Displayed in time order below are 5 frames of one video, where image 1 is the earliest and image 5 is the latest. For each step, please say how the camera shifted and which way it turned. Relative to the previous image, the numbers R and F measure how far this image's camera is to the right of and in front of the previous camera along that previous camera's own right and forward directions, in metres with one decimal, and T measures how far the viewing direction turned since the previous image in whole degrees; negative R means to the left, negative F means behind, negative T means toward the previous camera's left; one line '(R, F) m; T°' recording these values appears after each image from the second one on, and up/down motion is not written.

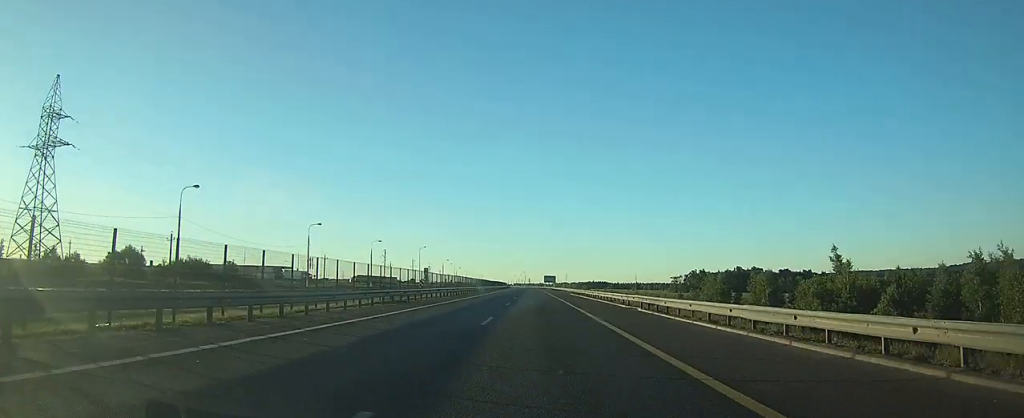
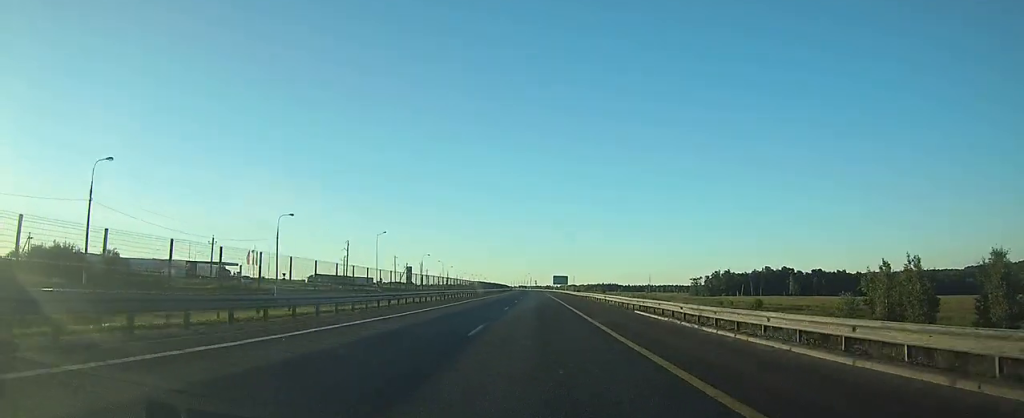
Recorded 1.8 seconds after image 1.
(-0.3, +51.1) m; -1°
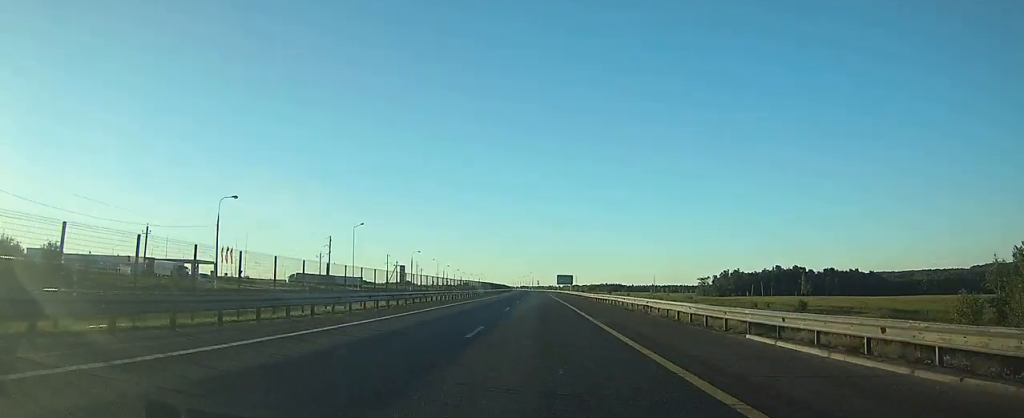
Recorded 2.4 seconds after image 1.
(0.0, +16.7) m; -1°
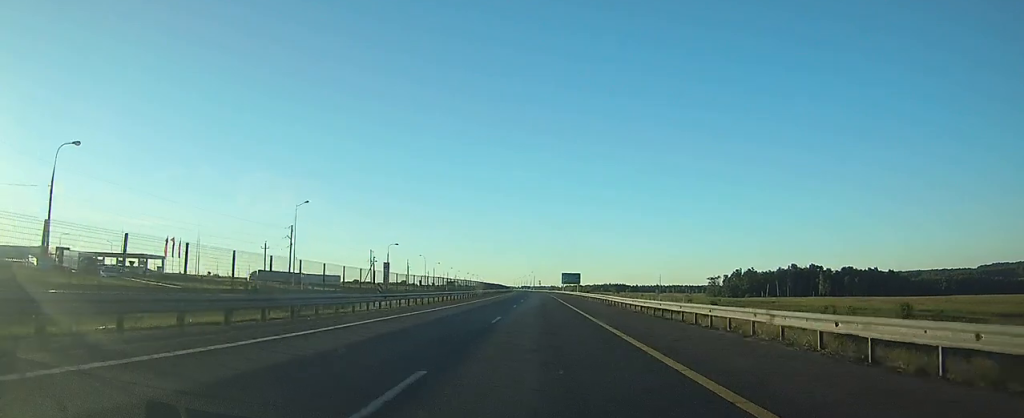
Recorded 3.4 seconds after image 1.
(-0.2, +25.9) m; -1°
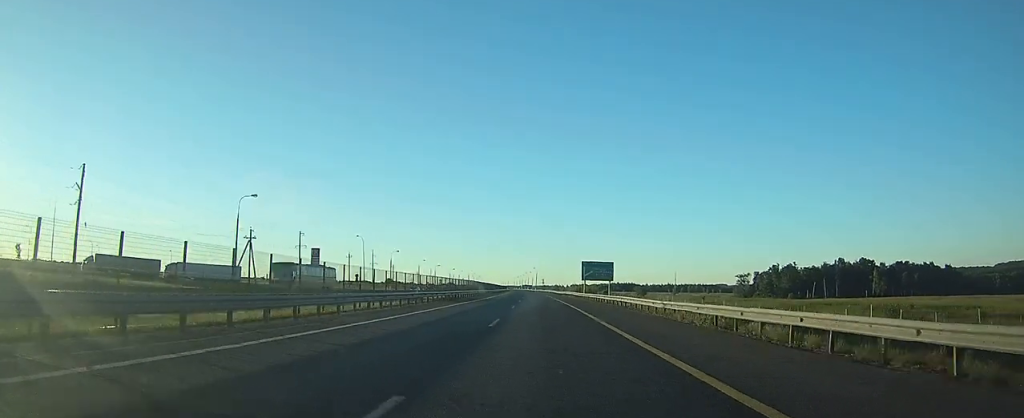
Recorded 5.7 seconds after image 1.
(-0.3, +65.6) m; 0°
